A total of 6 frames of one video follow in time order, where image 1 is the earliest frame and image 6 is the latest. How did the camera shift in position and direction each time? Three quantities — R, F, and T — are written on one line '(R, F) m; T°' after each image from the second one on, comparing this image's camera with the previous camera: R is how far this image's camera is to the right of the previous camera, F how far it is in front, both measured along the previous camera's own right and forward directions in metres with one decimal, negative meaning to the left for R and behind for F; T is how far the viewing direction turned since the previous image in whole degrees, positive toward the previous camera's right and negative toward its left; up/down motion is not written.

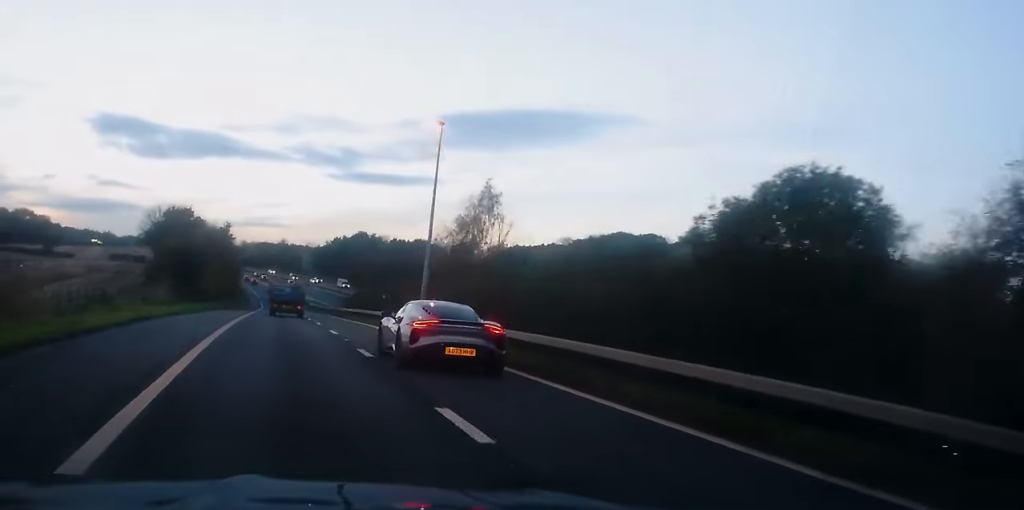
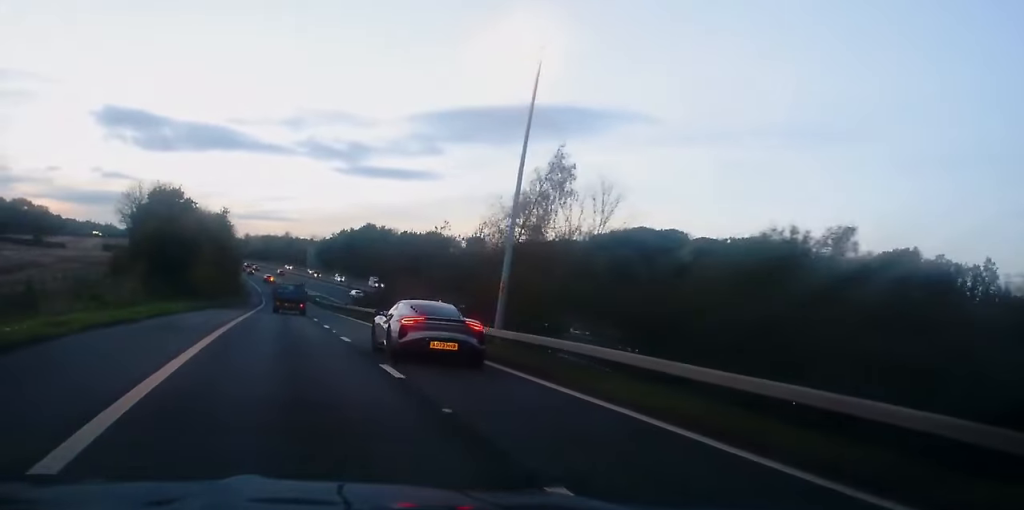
(-0.8, +12.2) m; -2°
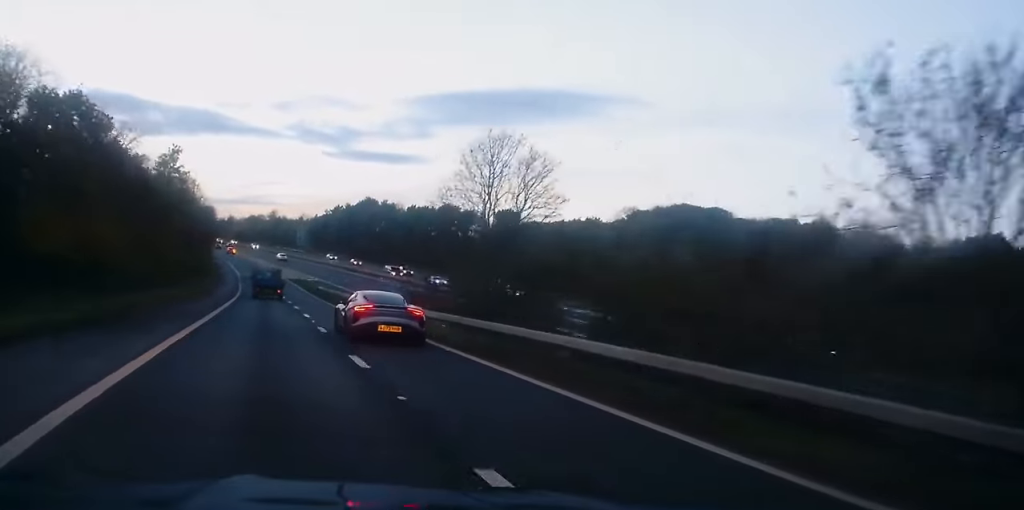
(+1.3, +33.9) m; +3°
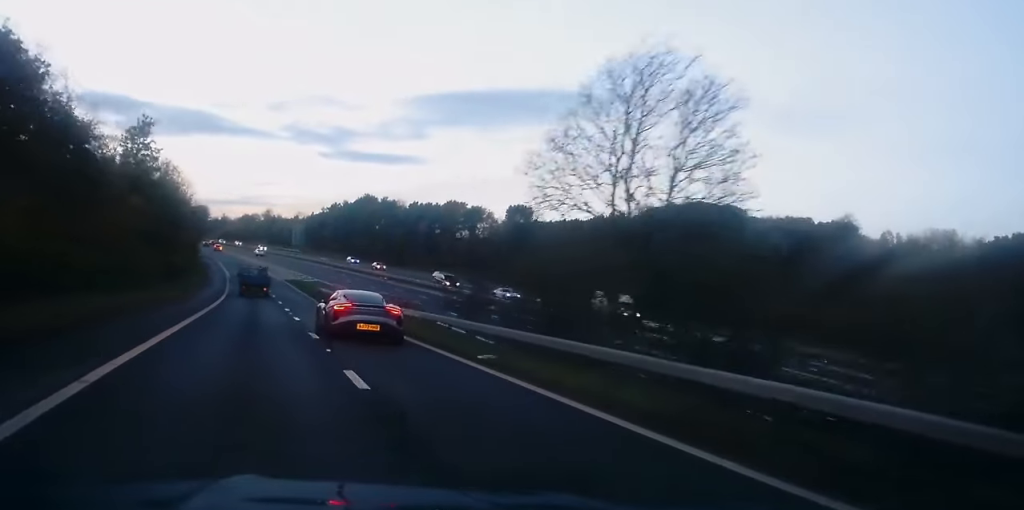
(0.0, +11.5) m; 0°
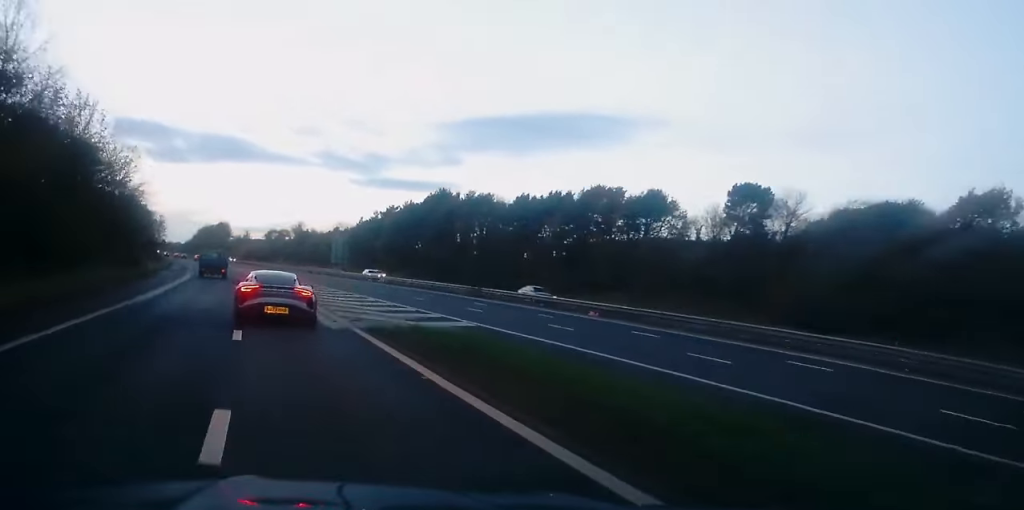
(-0.6, +66.9) m; -3°
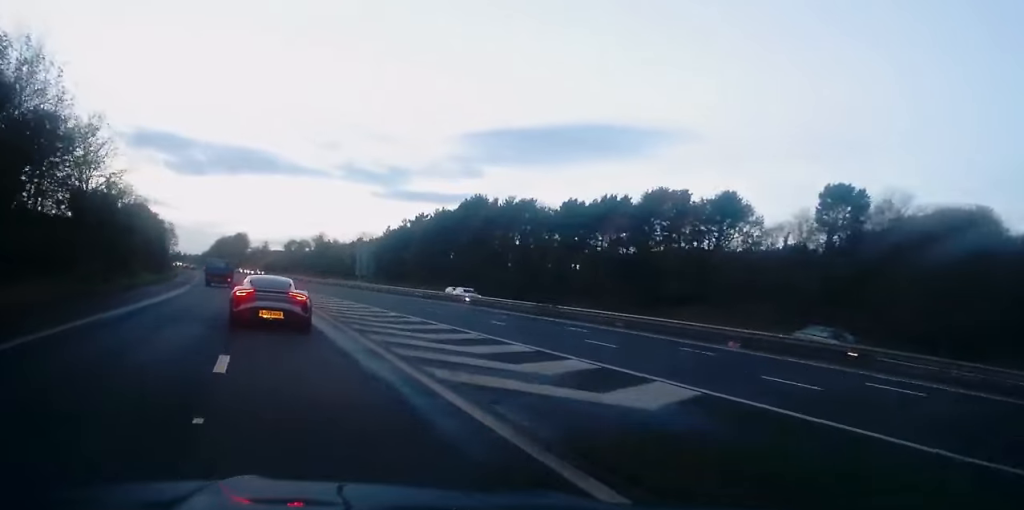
(-0.2, +12.7) m; -2°
